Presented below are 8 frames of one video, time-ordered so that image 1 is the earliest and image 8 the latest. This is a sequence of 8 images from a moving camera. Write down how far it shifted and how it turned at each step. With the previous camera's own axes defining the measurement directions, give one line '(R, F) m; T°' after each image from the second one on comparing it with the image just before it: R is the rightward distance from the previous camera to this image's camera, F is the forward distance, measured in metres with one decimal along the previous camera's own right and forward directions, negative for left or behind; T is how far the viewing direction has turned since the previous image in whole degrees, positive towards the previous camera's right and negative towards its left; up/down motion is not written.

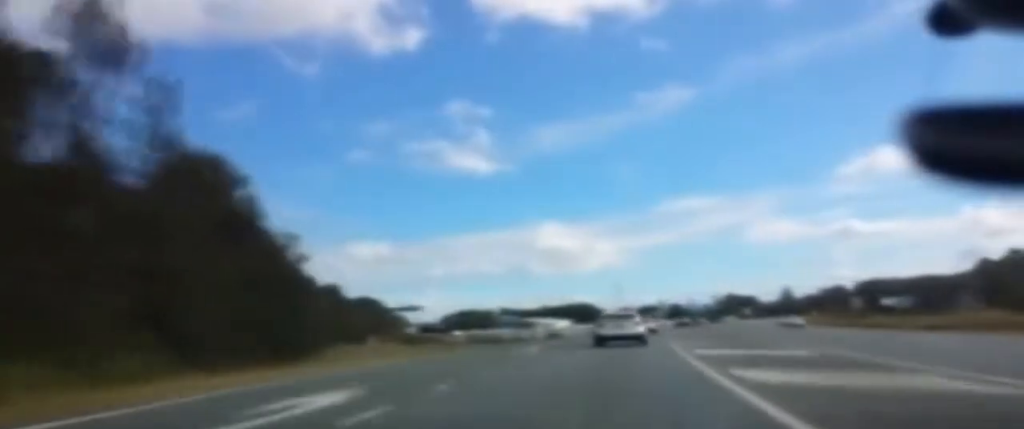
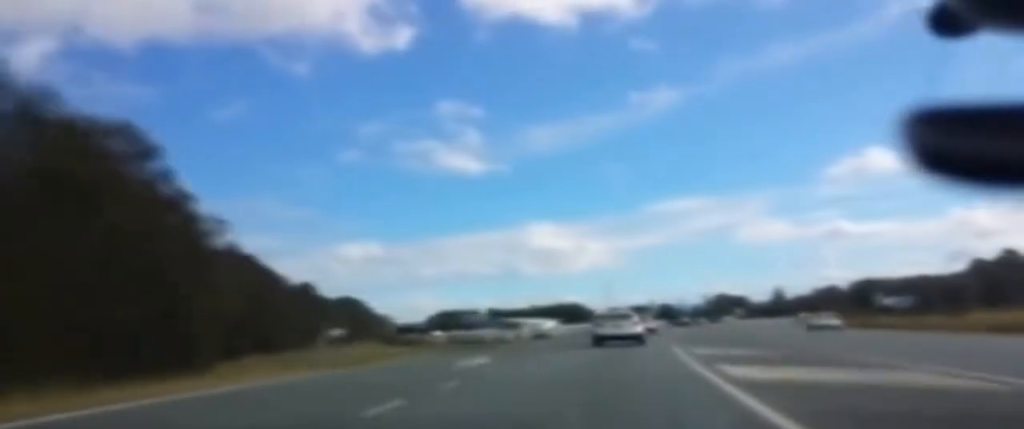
(+0.1, +10.9) m; +1°
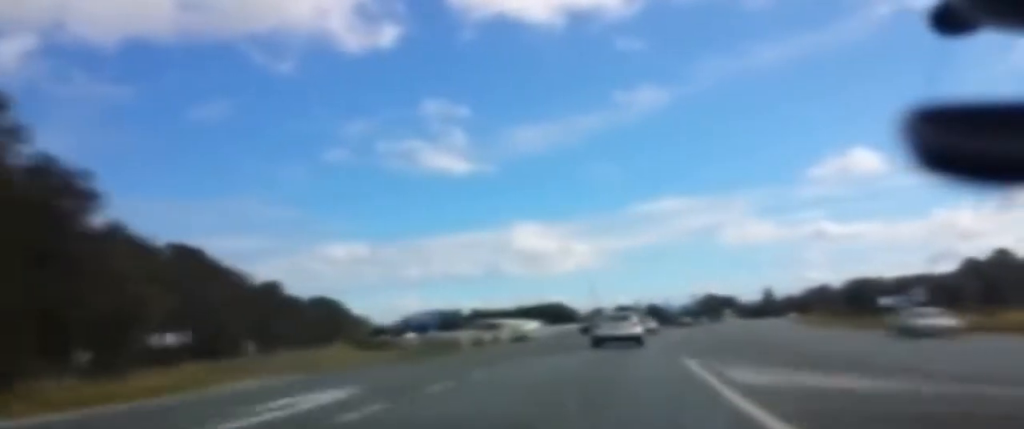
(+0.1, +12.3) m; +1°
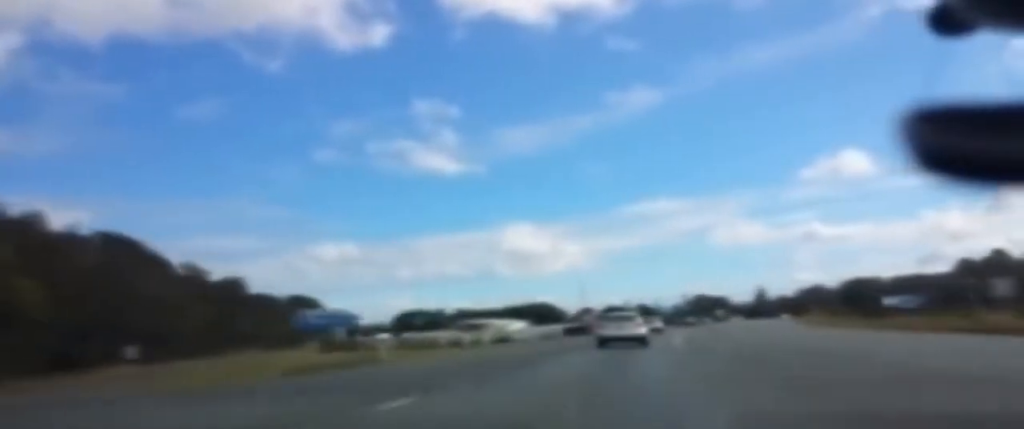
(+0.2, +14.5) m; 0°
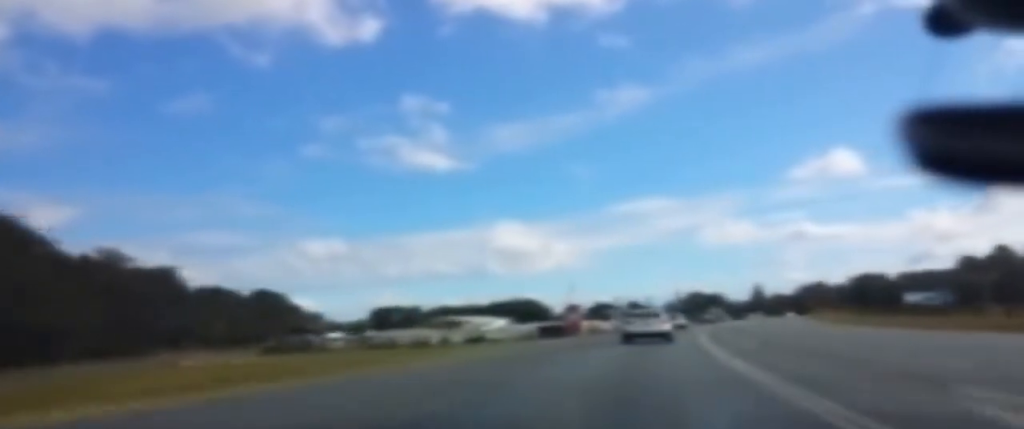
(0.0, +23.9) m; +1°
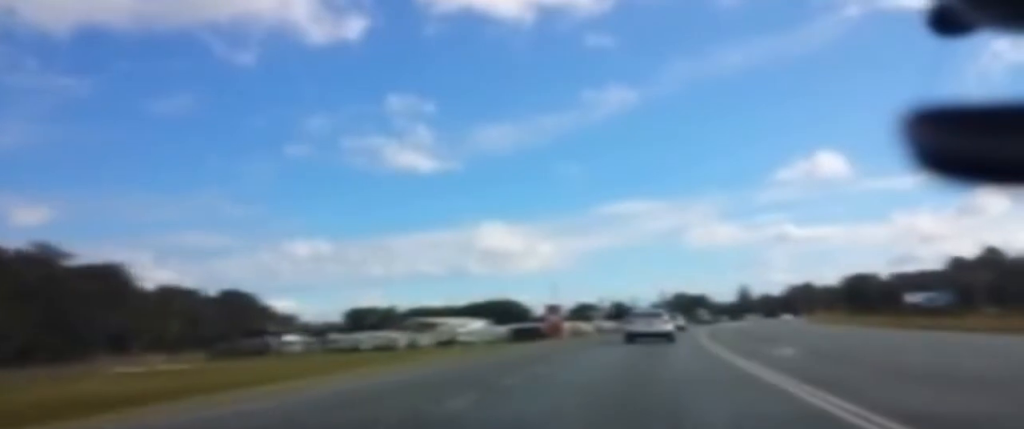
(-0.1, +11.6) m; +1°
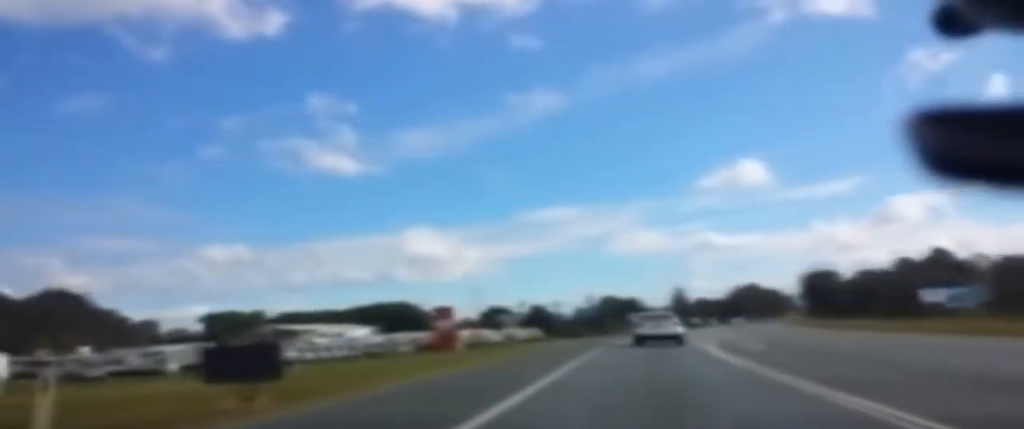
(+2.2, +52.6) m; +4°
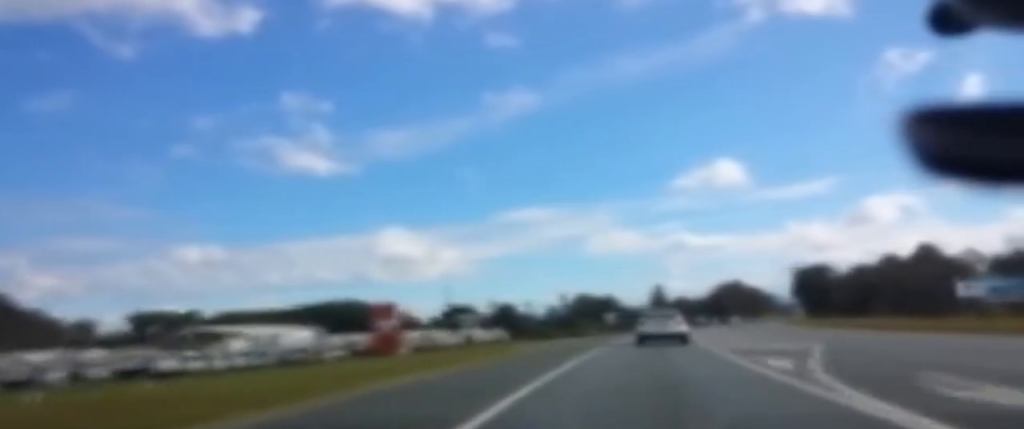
(+0.5, +23.7) m; +2°
